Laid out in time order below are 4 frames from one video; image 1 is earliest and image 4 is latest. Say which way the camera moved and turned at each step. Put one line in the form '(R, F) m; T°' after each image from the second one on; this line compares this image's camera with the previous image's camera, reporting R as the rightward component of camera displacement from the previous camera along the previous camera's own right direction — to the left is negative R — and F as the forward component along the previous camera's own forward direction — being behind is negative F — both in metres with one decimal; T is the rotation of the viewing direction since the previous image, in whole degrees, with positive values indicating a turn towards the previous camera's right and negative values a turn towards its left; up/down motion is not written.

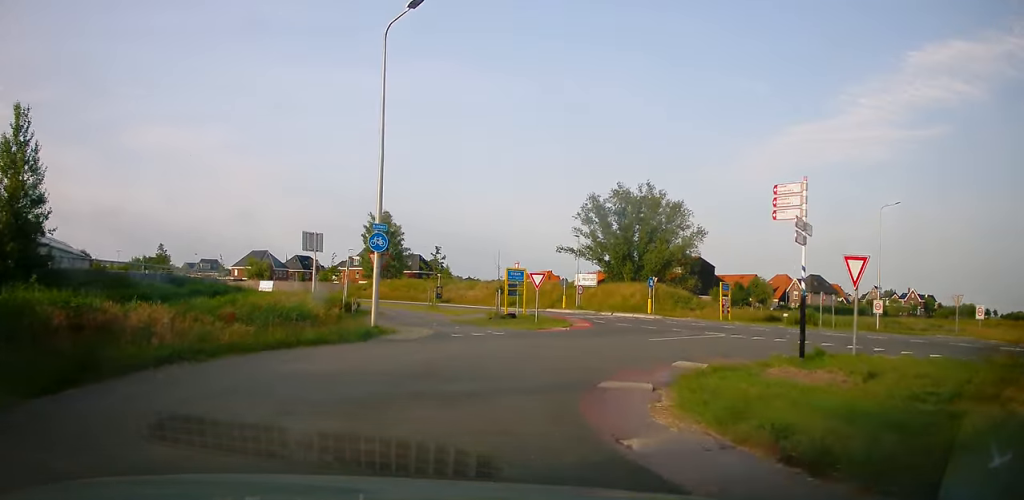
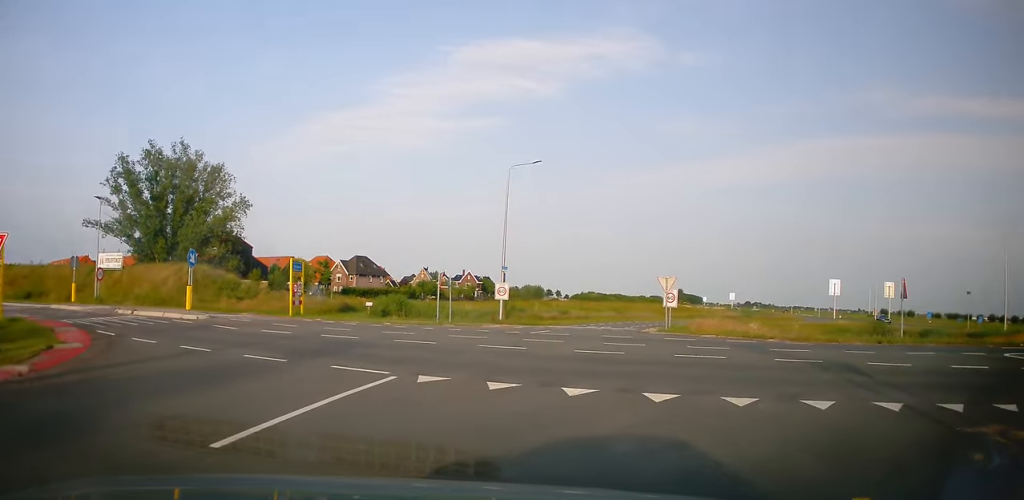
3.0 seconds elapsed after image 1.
(+3.3, +12.7) m; +49°
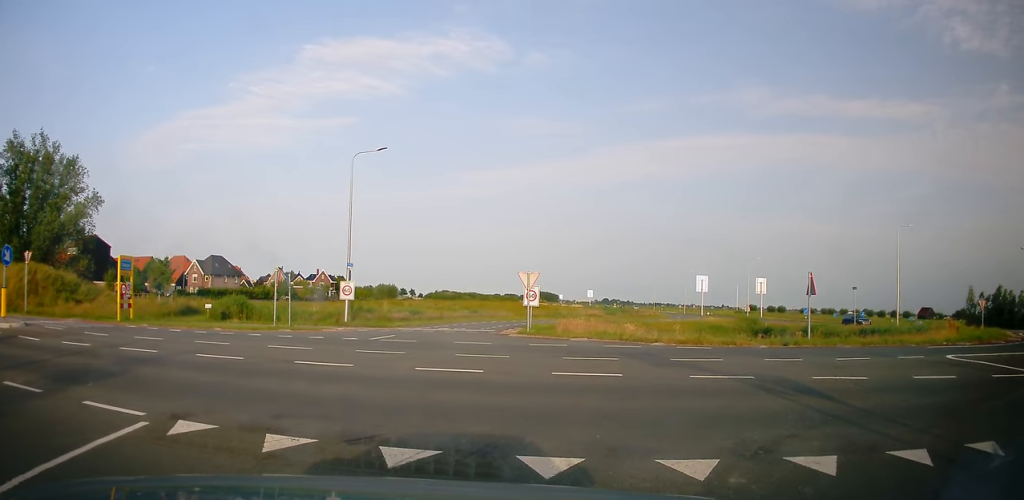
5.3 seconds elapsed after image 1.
(+0.6, +2.7) m; +7°
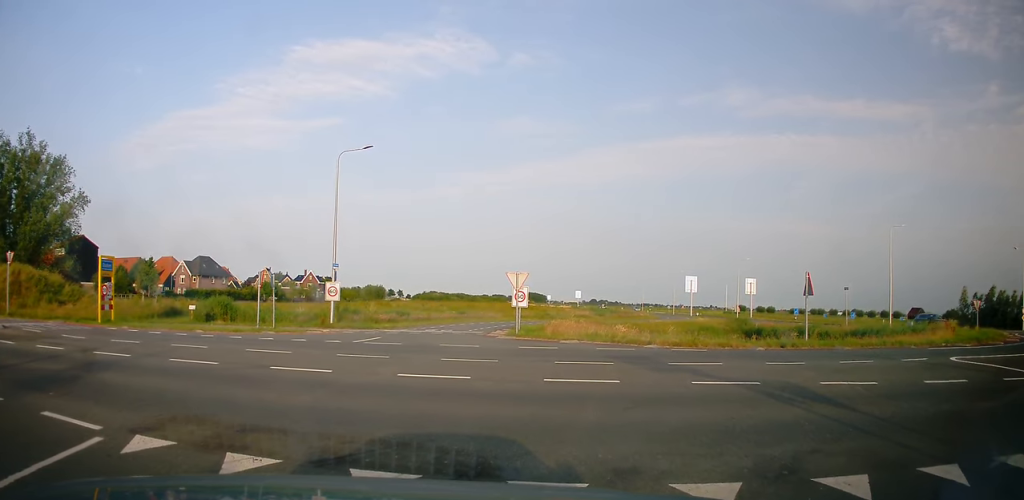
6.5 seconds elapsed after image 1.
(-0.1, +0.3) m; 0°
